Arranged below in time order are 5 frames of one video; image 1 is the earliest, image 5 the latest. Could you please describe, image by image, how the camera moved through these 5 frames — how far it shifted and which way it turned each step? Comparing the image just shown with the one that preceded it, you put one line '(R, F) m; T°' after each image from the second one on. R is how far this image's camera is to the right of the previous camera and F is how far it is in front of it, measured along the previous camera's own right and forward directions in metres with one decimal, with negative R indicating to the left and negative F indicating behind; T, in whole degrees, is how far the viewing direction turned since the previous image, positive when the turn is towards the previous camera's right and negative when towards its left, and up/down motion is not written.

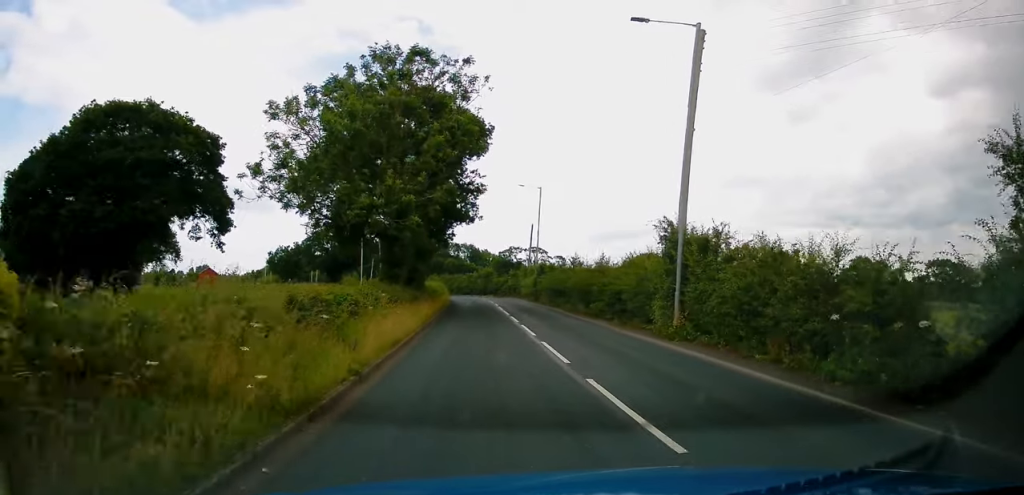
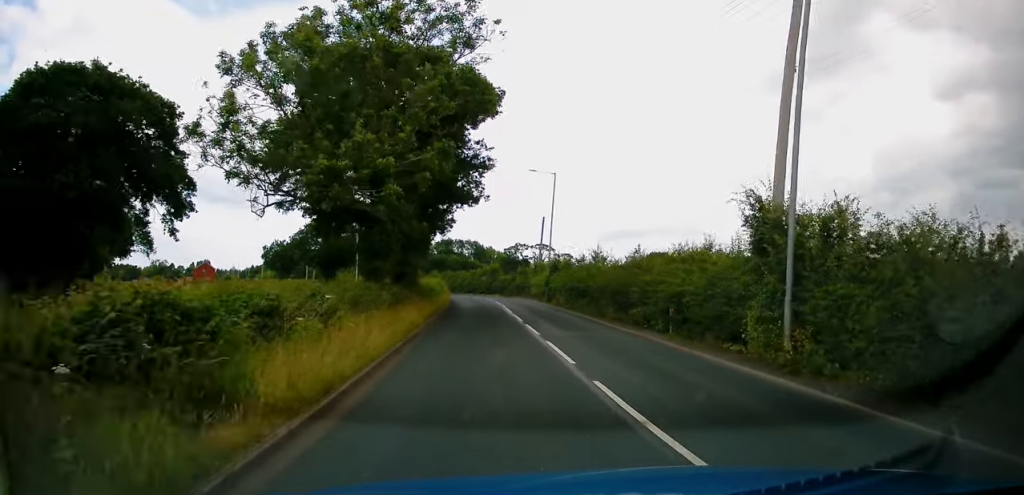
(-0.1, +6.4) m; -1°
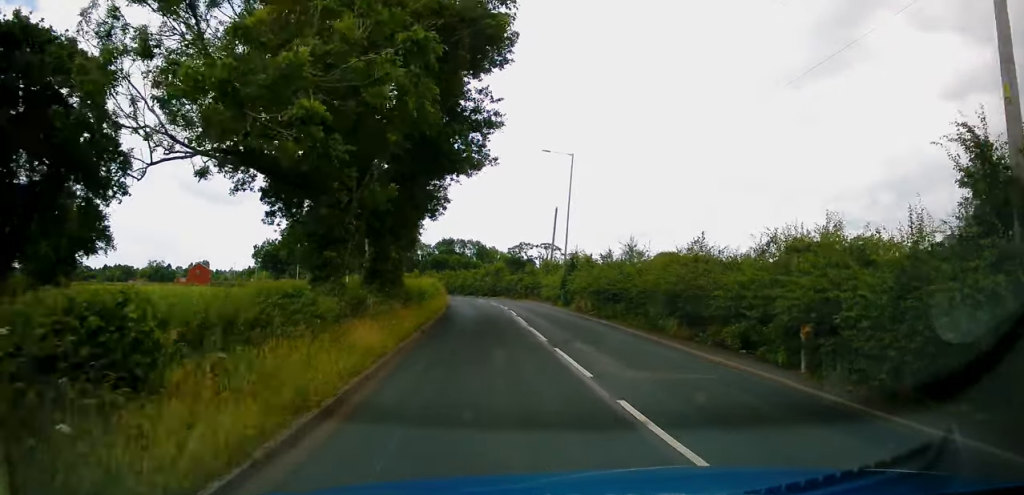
(-0.1, +7.2) m; 0°
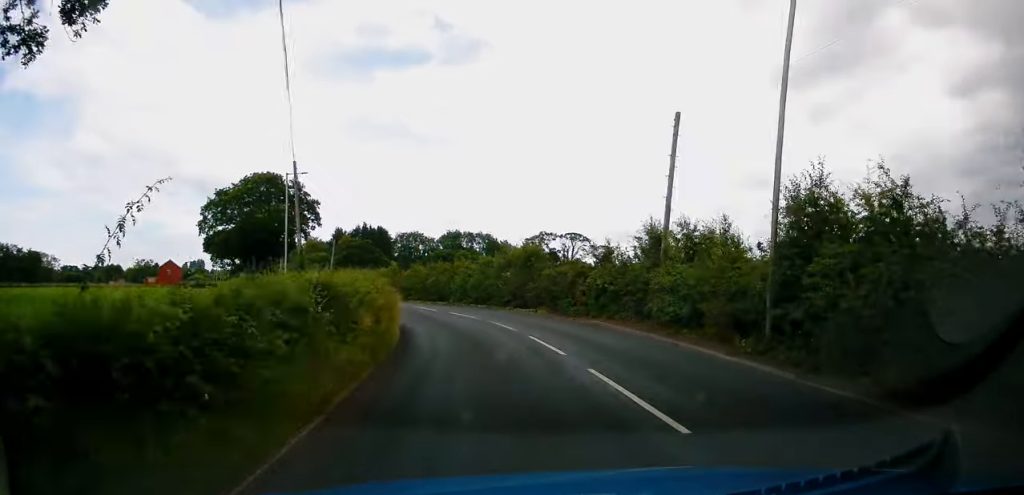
(-0.4, +27.4) m; -3°
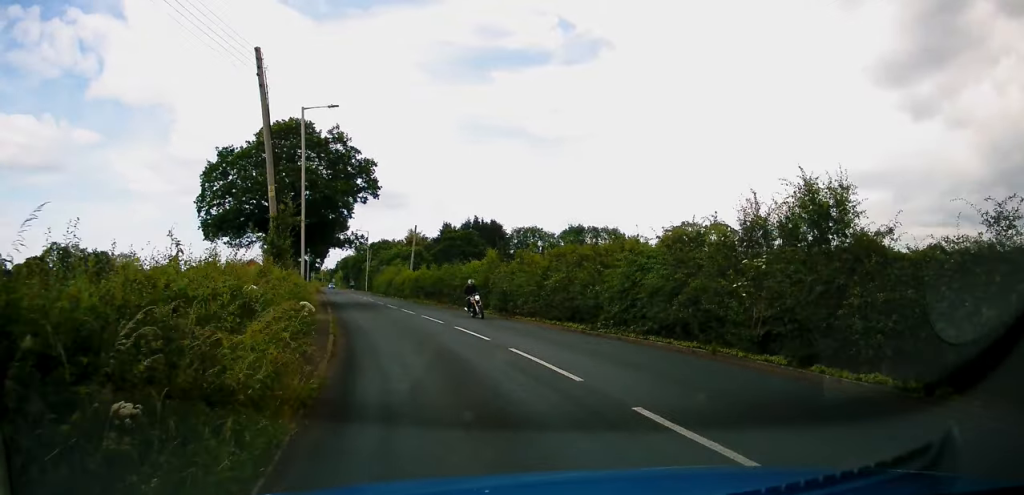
(-0.9, +20.6) m; -8°
